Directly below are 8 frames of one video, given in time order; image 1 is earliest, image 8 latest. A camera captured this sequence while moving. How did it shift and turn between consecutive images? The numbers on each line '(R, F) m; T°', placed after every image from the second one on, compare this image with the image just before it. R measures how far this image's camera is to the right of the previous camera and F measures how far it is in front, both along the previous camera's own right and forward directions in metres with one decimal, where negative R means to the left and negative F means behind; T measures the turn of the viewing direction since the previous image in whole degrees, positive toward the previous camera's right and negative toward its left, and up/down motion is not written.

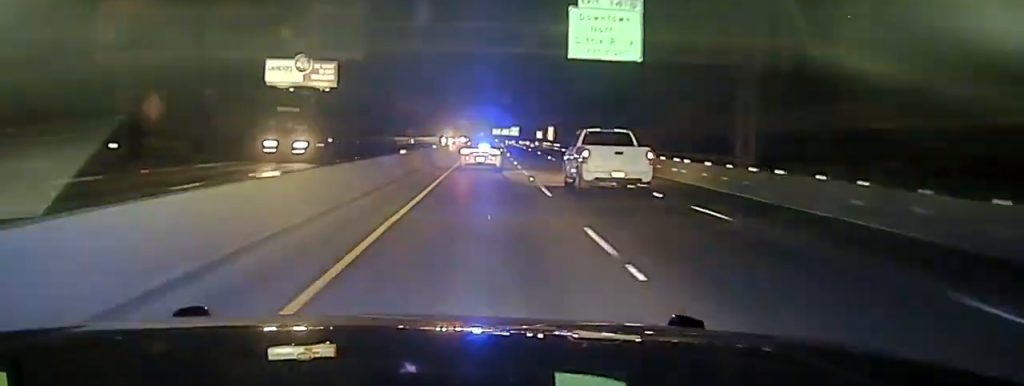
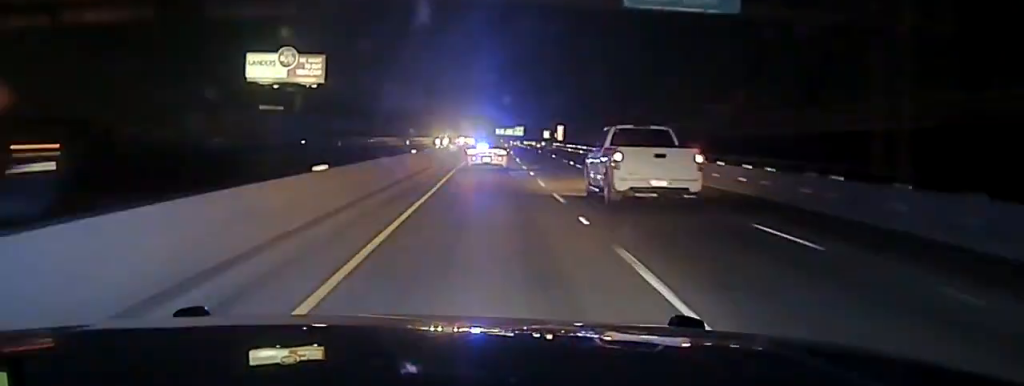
(+0.2, +17.1) m; 0°
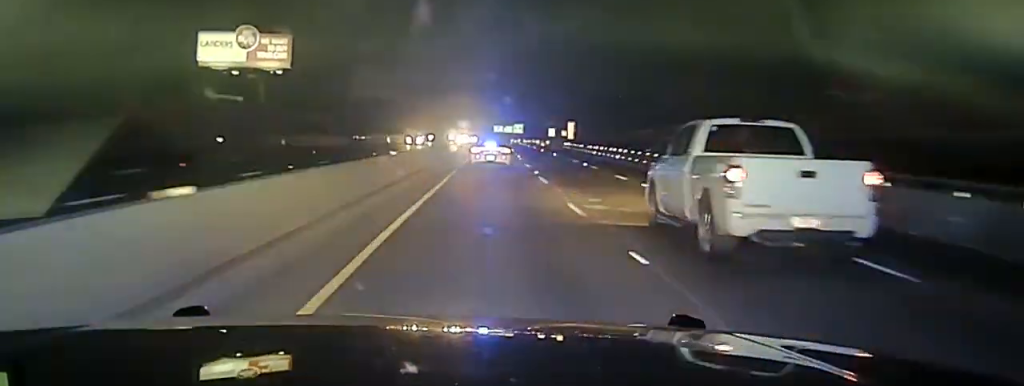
(-0.4, +28.1) m; 0°
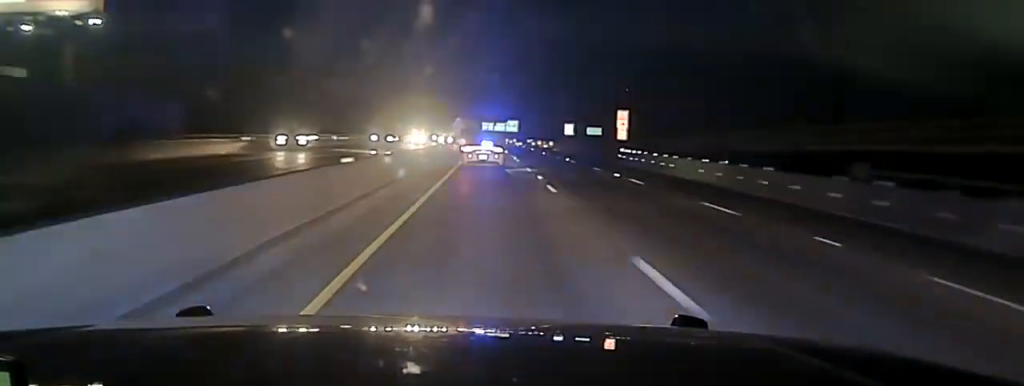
(+0.7, +66.7) m; +1°
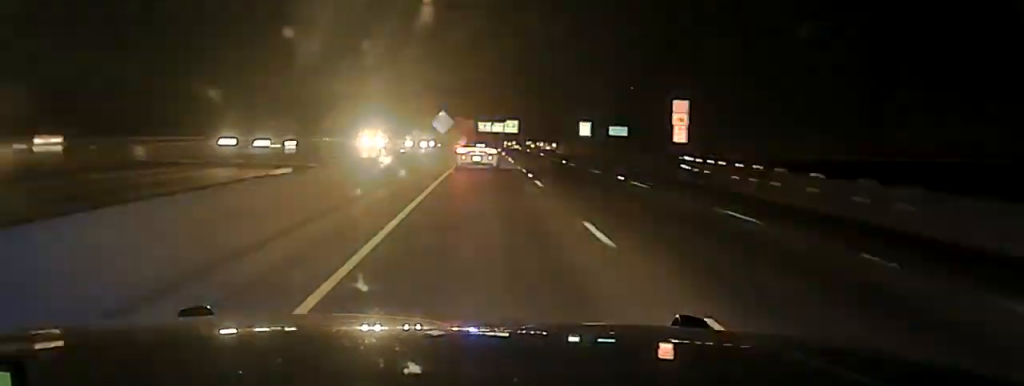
(0.0, +25.1) m; 0°
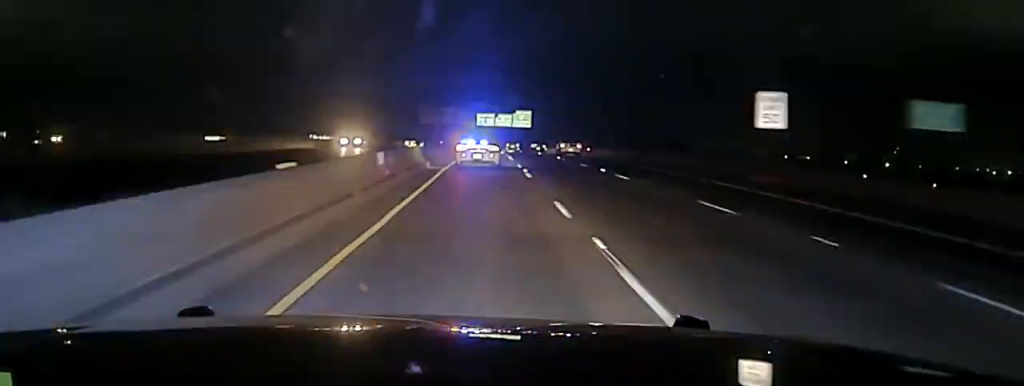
(+0.1, +71.8) m; 0°
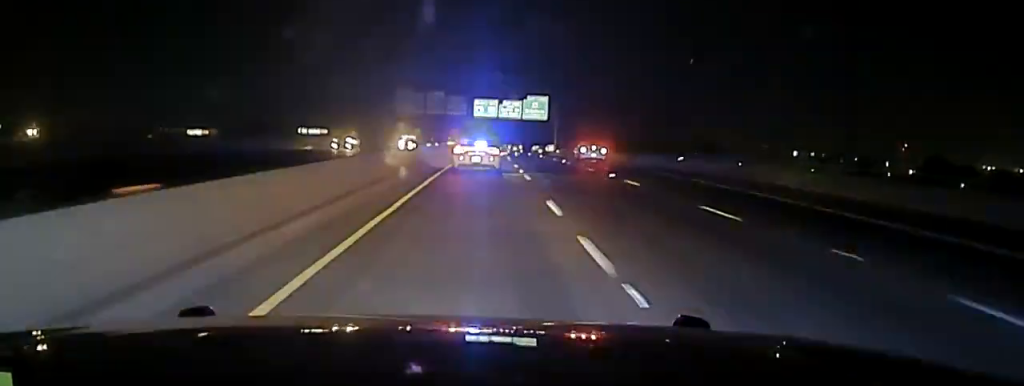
(0.0, +52.5) m; 0°
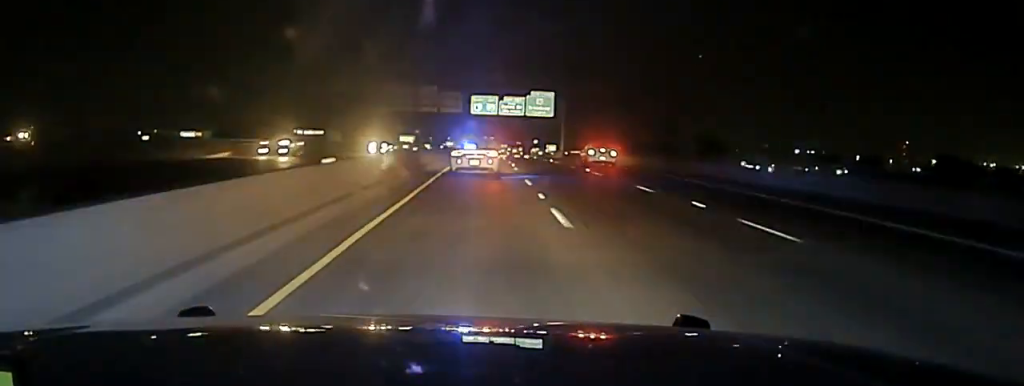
(0.0, +15.4) m; 0°
